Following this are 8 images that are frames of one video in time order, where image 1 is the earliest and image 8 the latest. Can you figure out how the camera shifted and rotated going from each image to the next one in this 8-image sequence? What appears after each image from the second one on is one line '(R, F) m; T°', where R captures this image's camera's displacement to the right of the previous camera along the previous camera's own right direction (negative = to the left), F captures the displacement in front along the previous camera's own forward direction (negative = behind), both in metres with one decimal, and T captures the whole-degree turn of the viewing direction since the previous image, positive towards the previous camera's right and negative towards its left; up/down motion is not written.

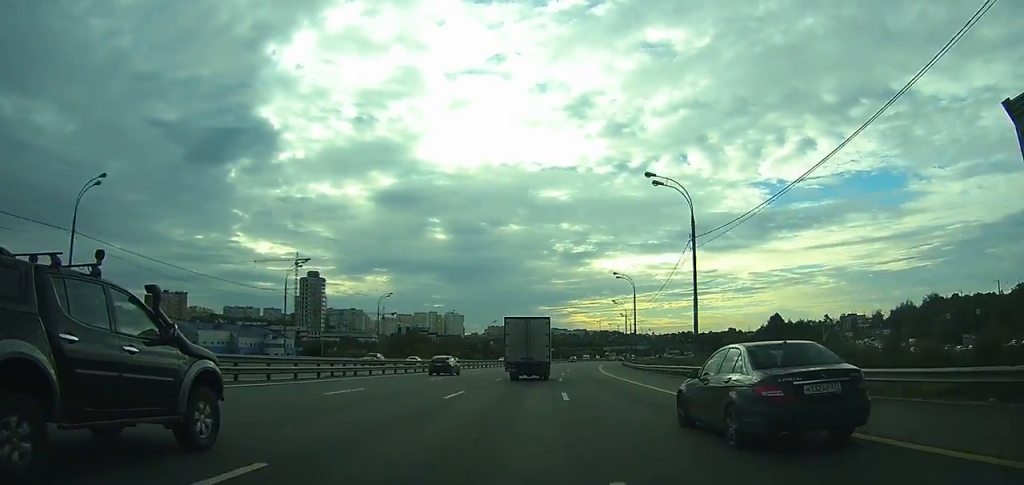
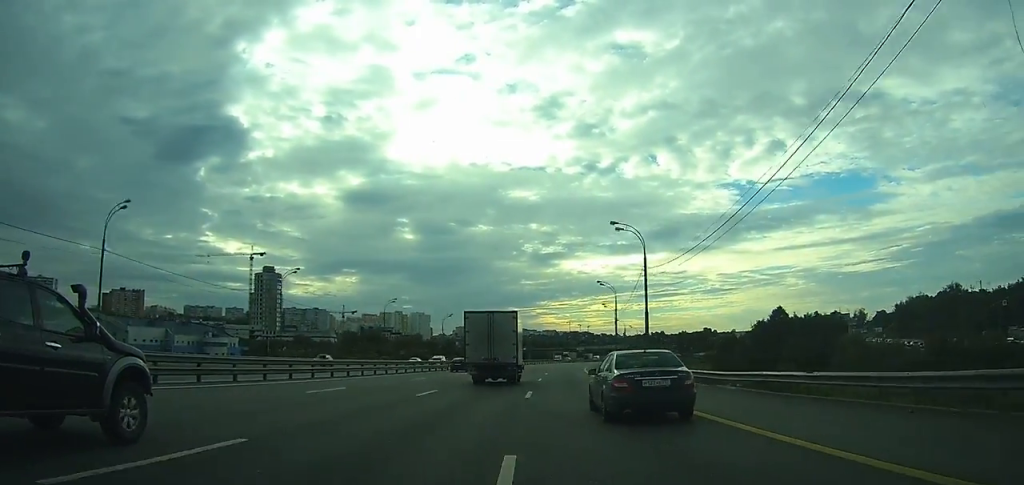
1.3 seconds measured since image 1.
(+0.8, +33.0) m; +2°
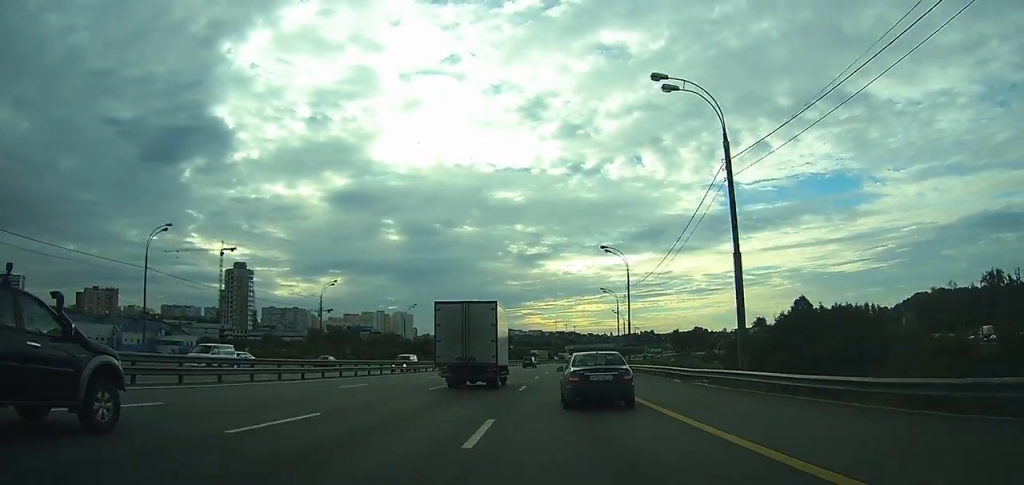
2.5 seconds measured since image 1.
(+0.3, +29.0) m; +2°
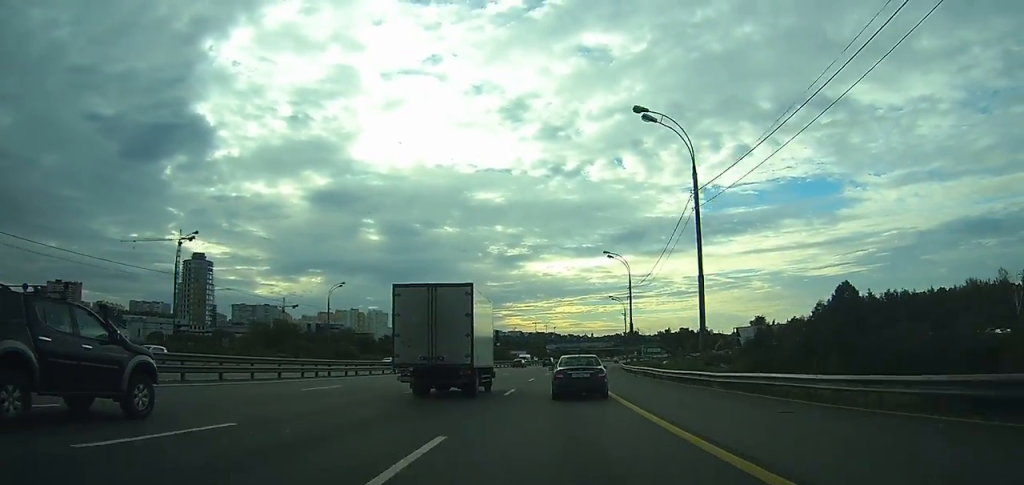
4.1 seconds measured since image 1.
(+1.1, +35.5) m; +2°
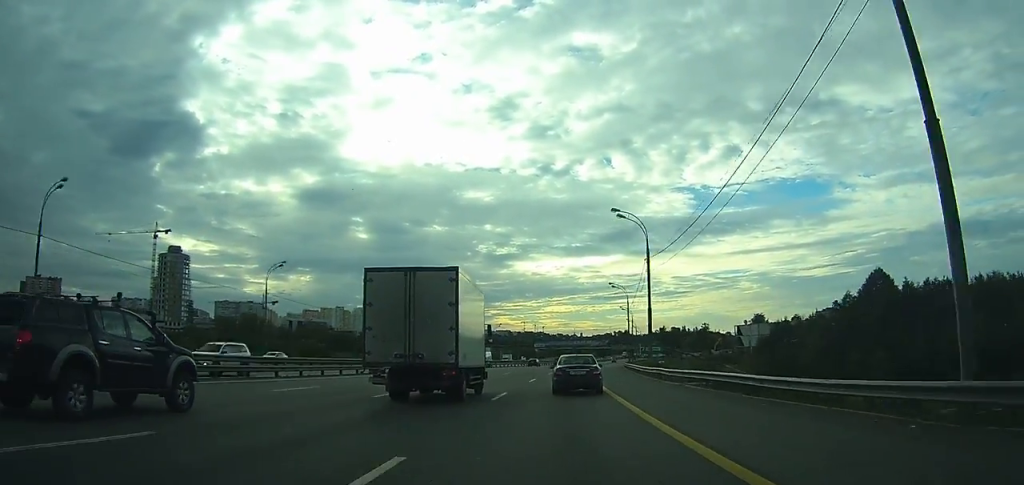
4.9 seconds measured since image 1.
(+0.2, +19.0) m; +1°
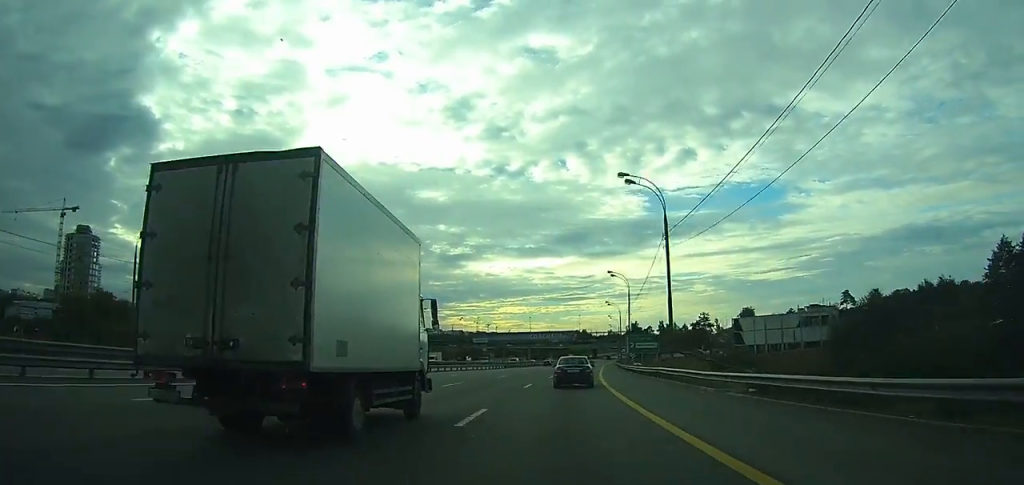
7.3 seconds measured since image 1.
(+1.8, +58.3) m; +4°
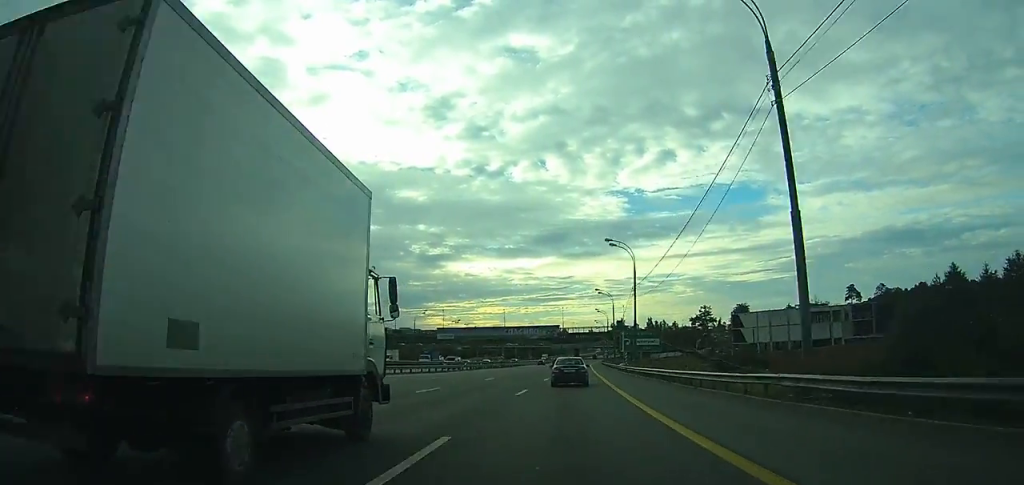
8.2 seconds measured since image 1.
(+0.2, +22.6) m; +2°
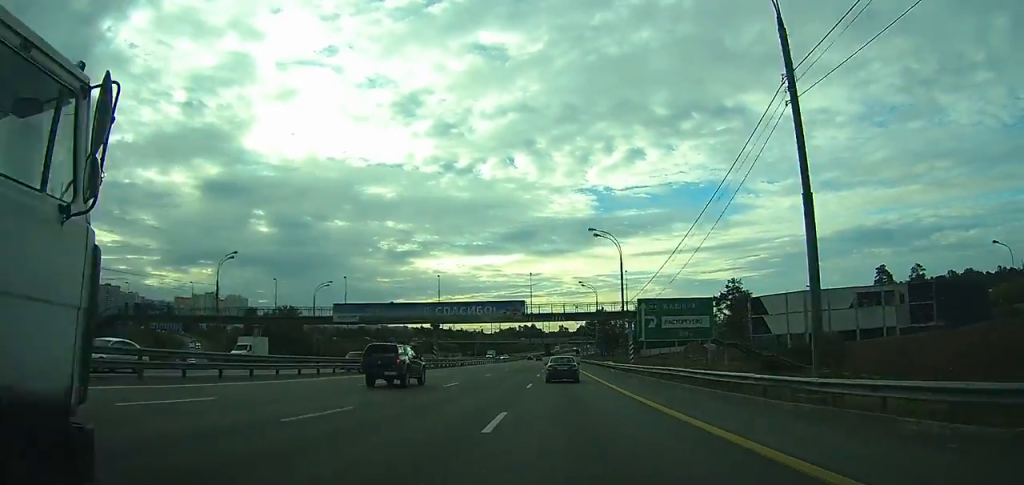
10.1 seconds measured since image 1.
(+1.3, +43.5) m; +3°
